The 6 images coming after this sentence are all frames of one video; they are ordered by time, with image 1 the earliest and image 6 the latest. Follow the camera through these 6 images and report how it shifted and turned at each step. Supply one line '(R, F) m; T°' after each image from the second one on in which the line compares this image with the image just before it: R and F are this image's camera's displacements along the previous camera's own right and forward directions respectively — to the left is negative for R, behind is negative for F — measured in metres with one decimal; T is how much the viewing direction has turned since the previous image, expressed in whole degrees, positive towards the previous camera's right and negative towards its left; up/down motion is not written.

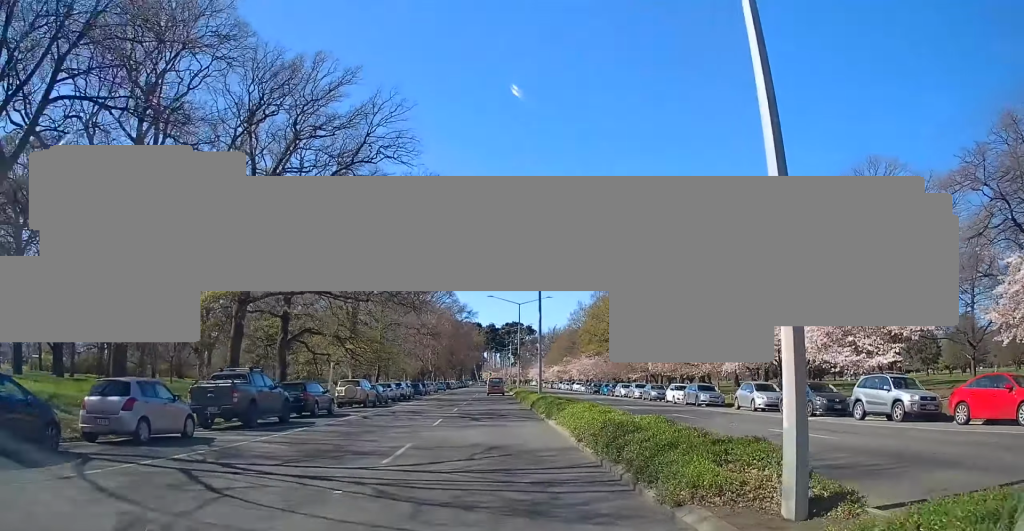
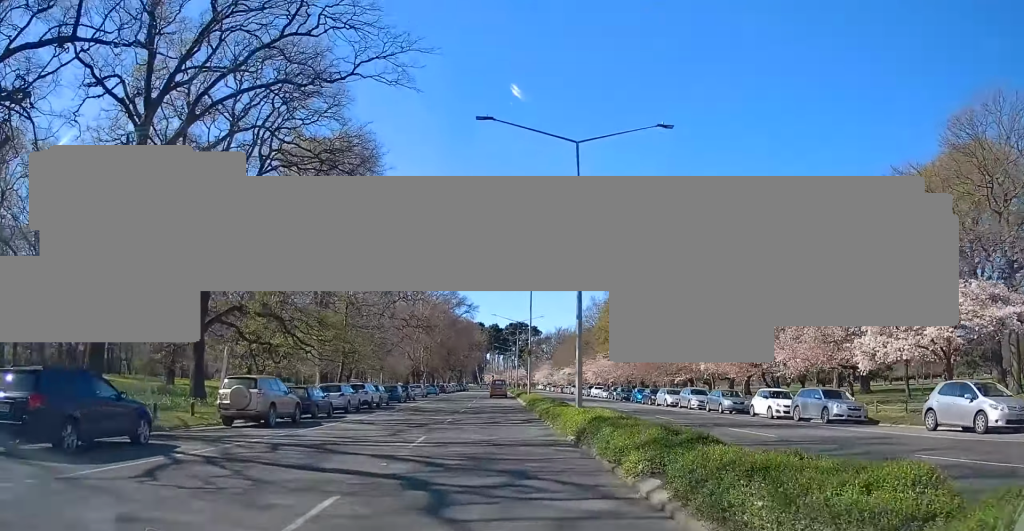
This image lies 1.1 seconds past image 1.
(+0.2, +16.8) m; +1°
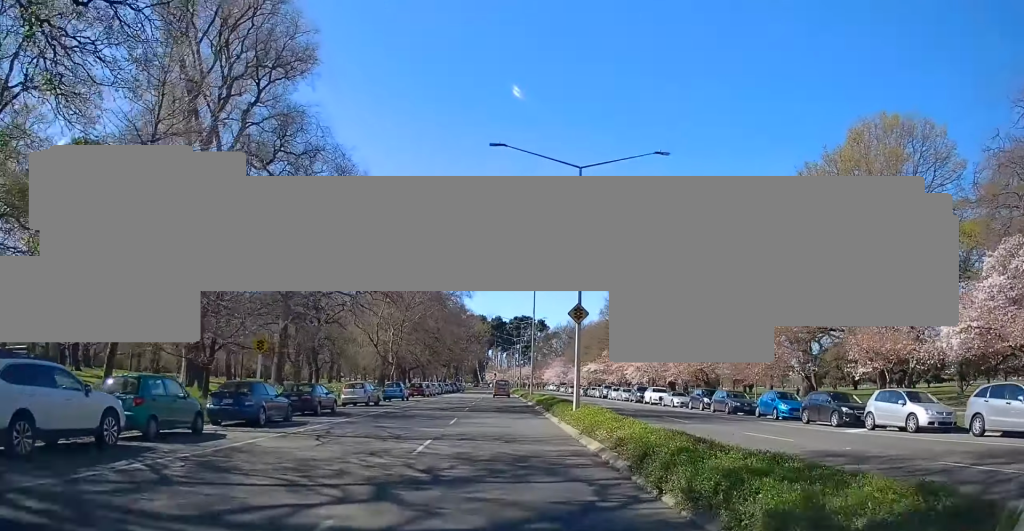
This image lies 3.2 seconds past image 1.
(-0.2, +30.6) m; -1°
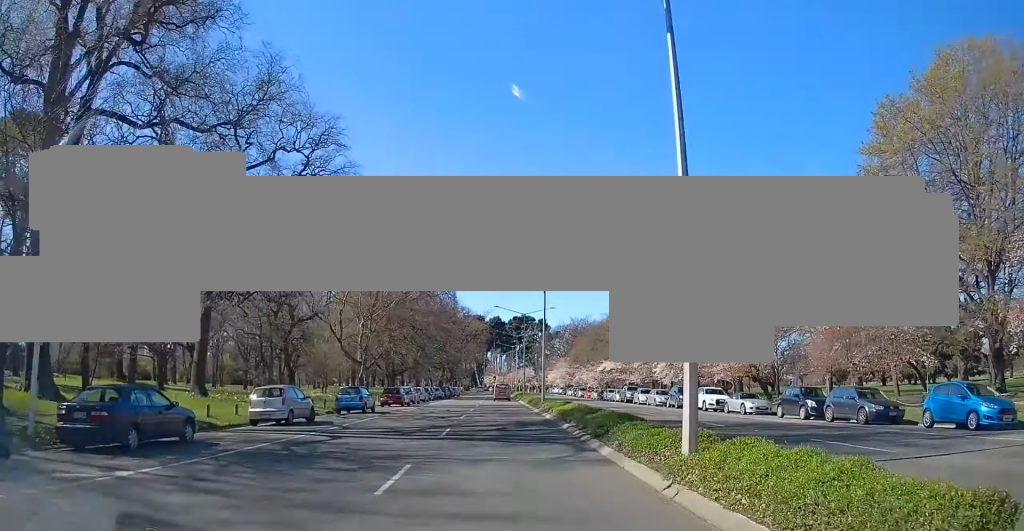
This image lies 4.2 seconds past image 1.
(0.0, +14.3) m; -1°
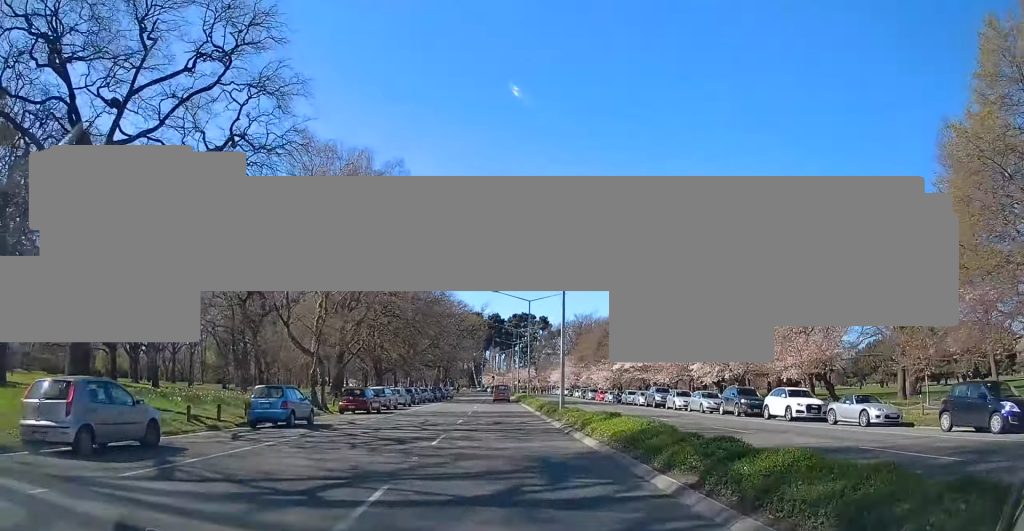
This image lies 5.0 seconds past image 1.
(-0.5, +12.3) m; 0°
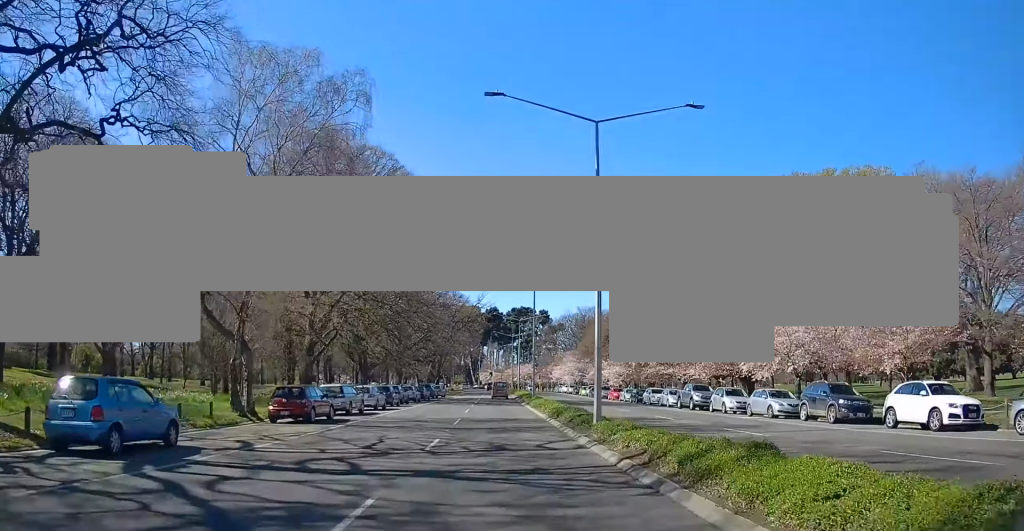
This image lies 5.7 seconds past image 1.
(+0.4, +11.1) m; 0°
